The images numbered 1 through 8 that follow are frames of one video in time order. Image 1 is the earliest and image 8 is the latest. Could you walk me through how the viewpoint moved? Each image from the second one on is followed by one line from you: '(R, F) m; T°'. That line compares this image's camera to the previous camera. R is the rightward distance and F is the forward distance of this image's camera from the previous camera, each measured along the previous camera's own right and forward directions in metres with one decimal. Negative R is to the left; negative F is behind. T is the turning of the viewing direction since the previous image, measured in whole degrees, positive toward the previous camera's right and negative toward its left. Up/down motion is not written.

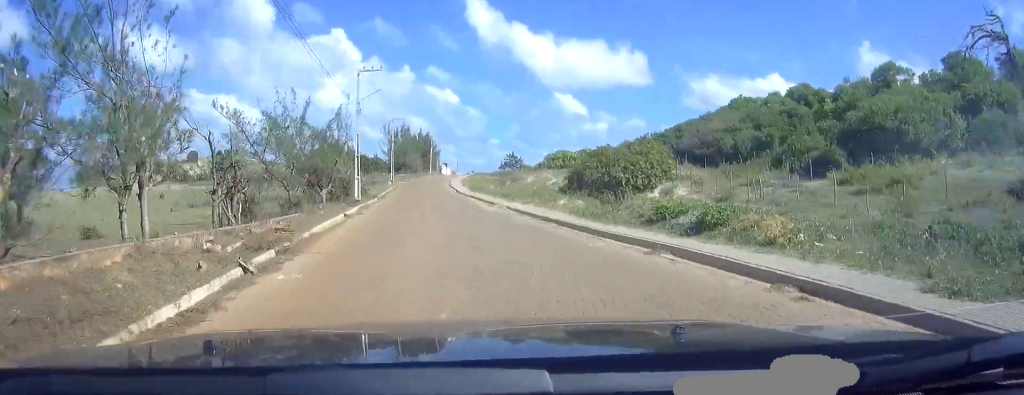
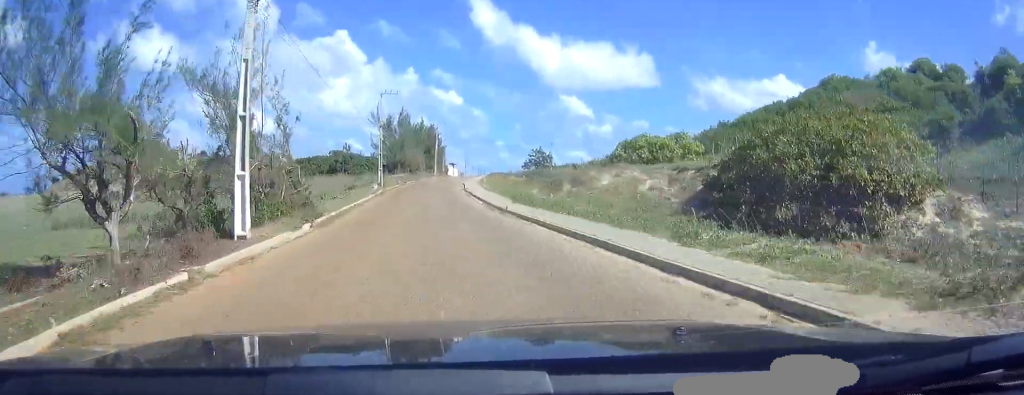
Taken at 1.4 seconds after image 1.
(-0.2, +29.6) m; 0°
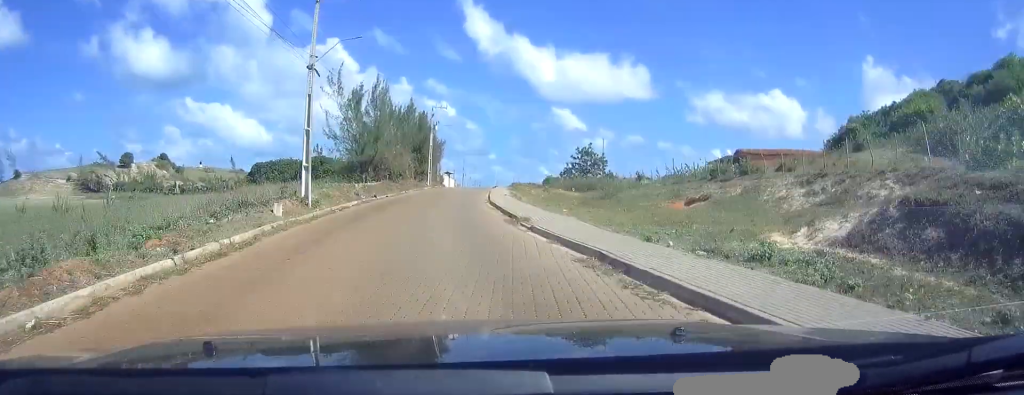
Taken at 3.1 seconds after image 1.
(0.0, +36.9) m; 0°
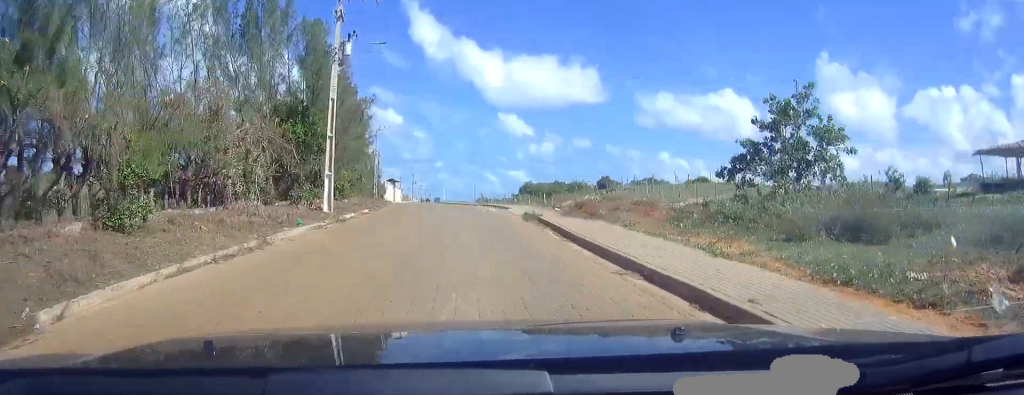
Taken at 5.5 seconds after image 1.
(0.0, +48.0) m; +1°
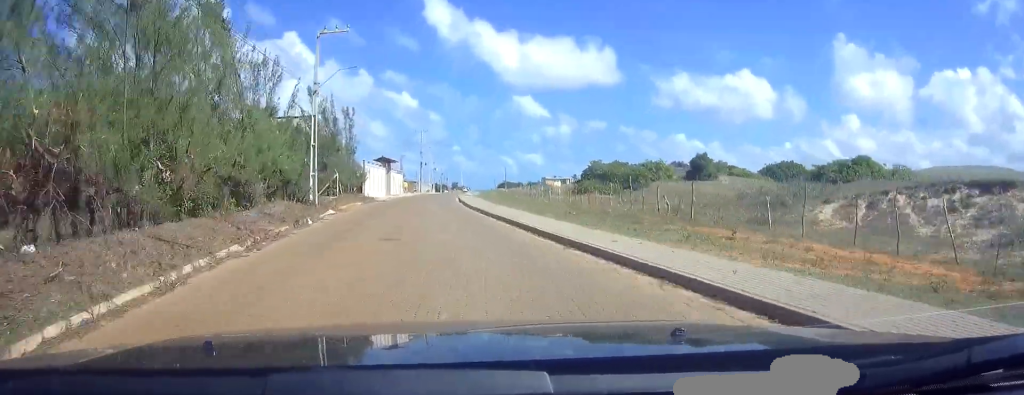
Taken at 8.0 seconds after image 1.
(+1.3, +51.0) m; +2°
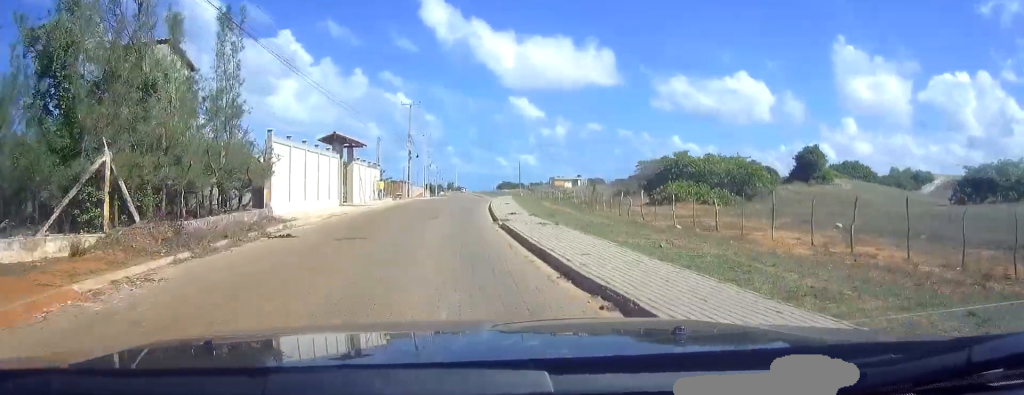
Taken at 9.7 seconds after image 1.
(-0.2, +34.6) m; 0°
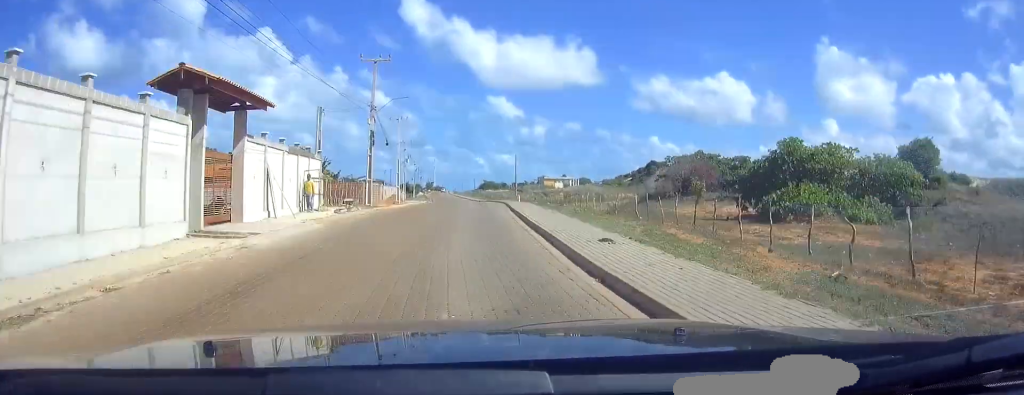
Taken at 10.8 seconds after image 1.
(0.0, +23.0) m; +1°
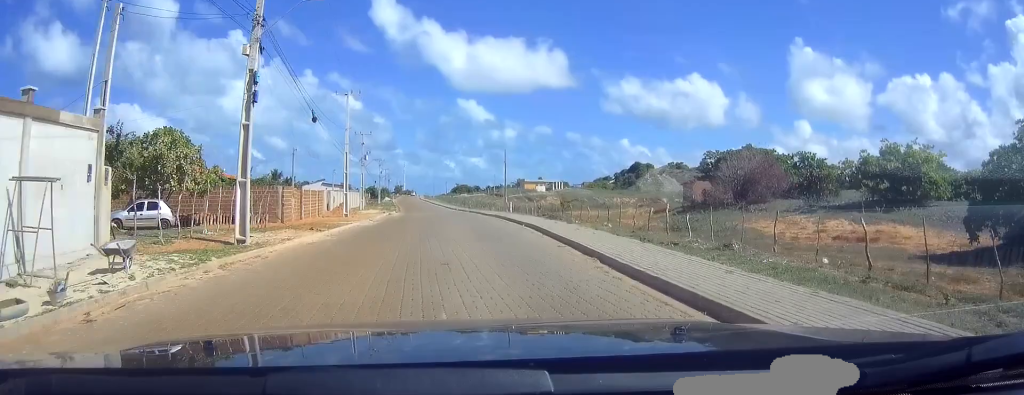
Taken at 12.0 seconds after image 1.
(+0.4, +24.4) m; +1°
